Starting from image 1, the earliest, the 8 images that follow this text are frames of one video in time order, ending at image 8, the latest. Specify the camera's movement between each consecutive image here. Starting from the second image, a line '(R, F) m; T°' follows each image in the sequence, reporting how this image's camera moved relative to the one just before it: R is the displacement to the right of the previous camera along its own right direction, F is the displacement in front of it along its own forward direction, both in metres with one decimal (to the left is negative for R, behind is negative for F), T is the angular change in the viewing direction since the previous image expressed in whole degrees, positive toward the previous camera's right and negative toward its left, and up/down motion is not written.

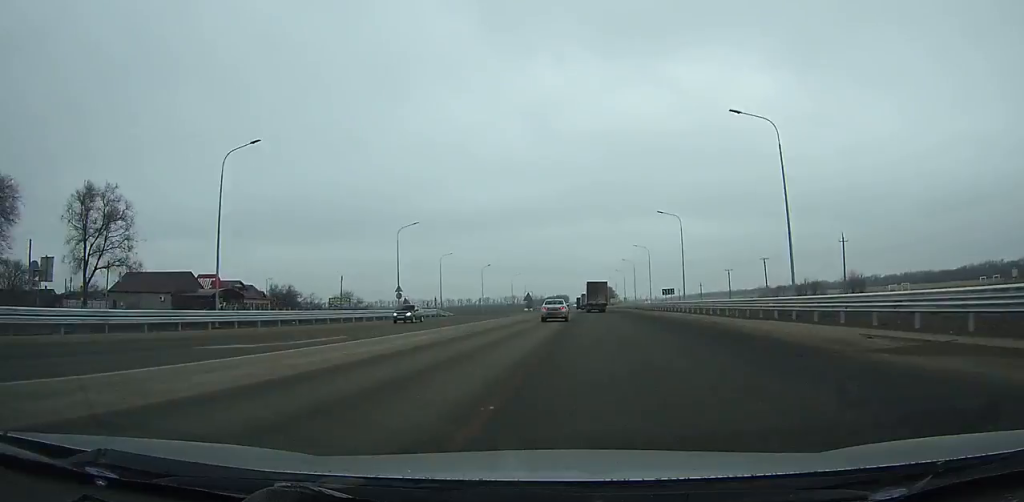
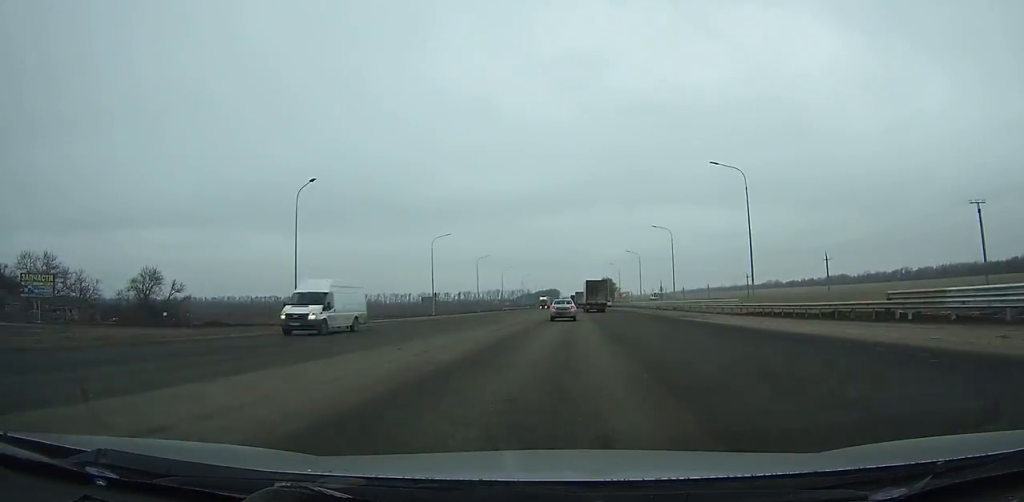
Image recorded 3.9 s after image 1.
(0.0, +100.8) m; +1°
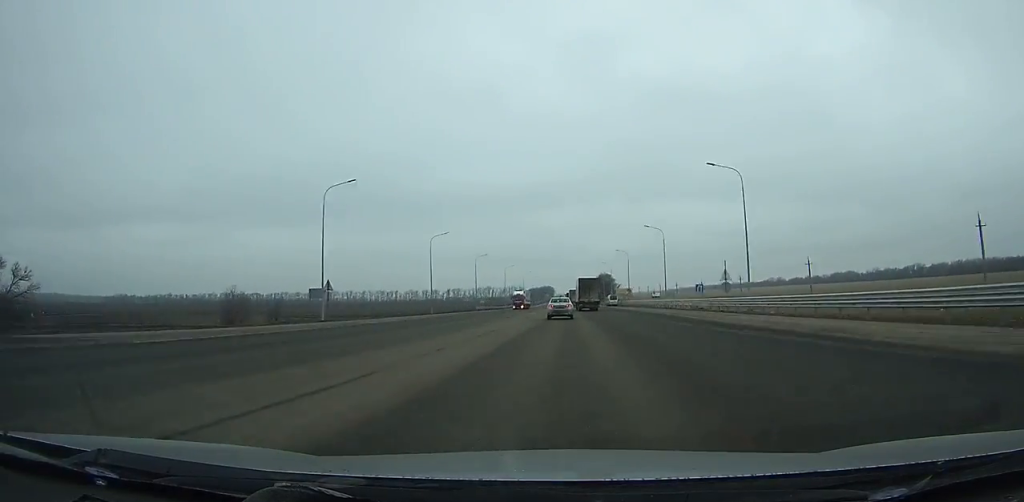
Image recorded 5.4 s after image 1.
(+0.2, +38.9) m; 0°
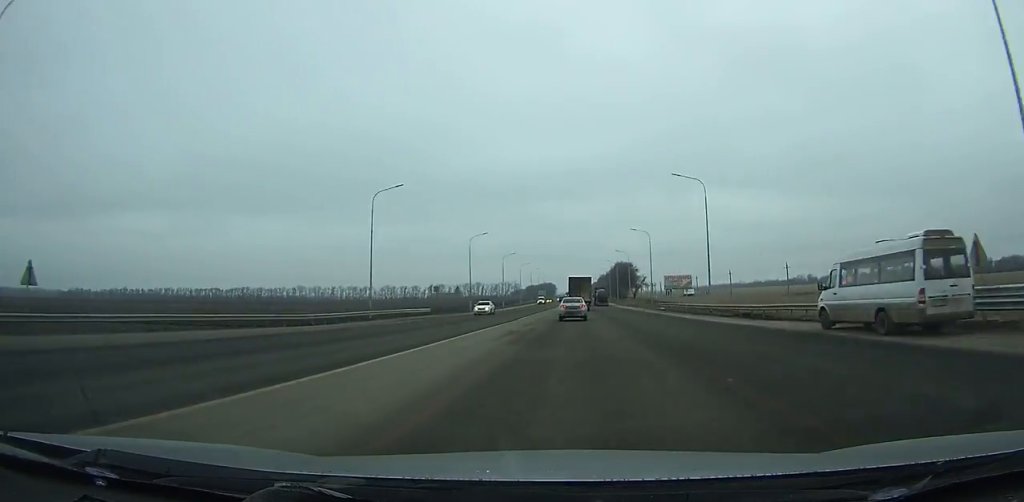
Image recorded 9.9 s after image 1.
(+0.2, +115.6) m; 0°
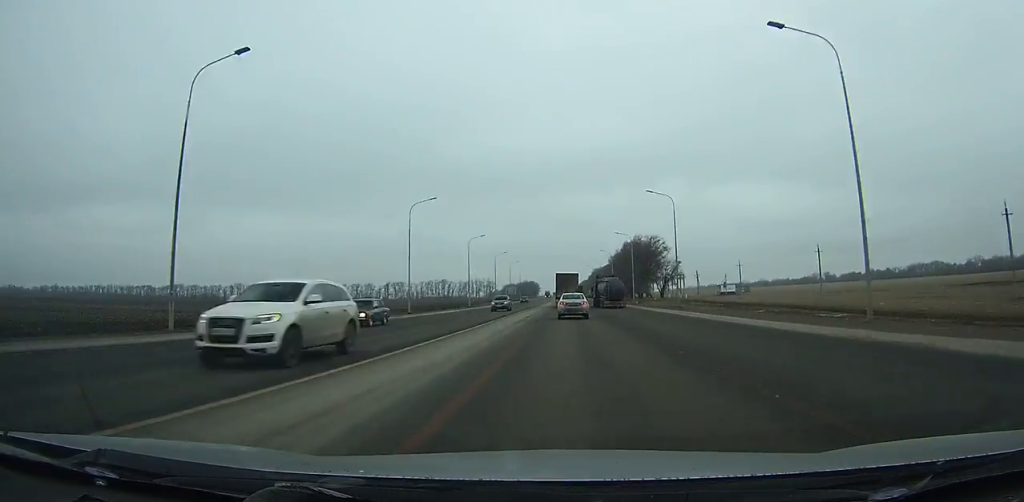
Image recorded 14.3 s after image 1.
(+0.5, +111.5) m; 0°
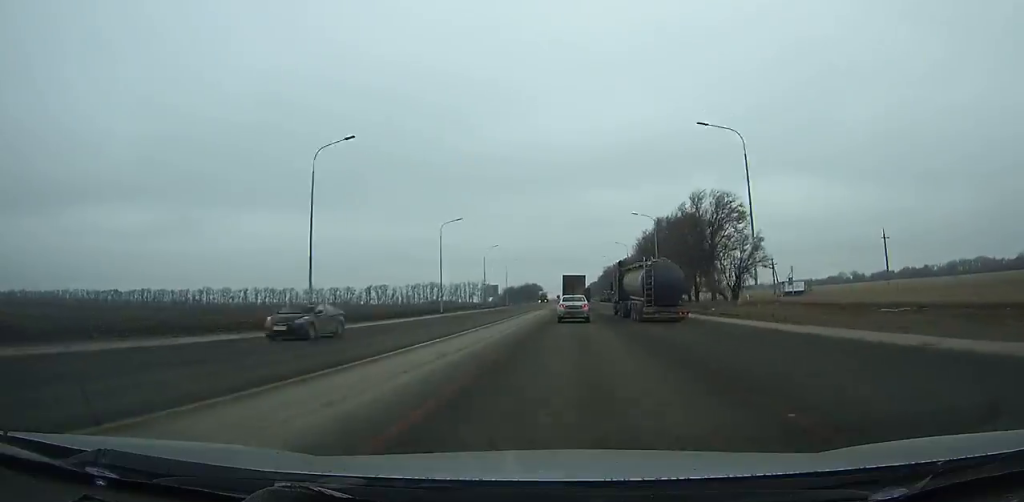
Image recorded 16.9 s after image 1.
(0.0, +65.7) m; 0°
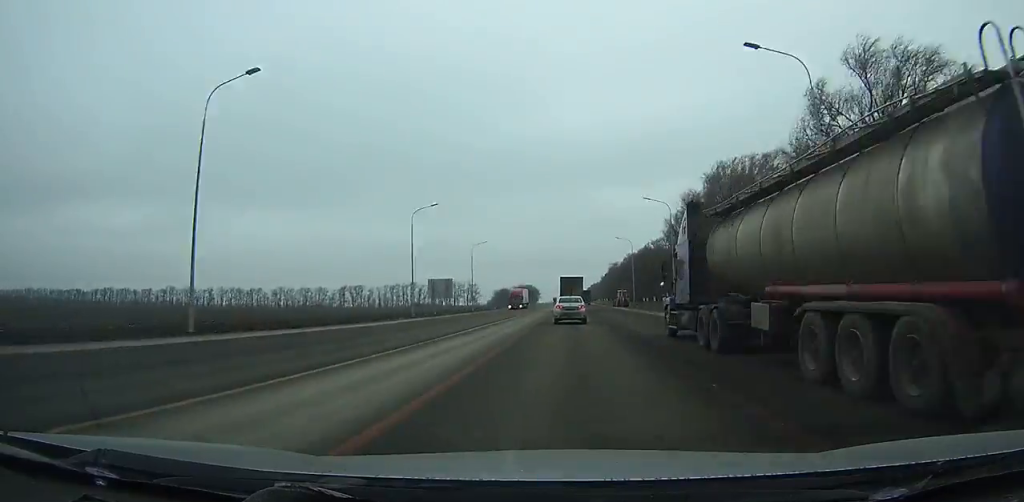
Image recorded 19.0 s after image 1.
(+0.1, +53.2) m; 0°
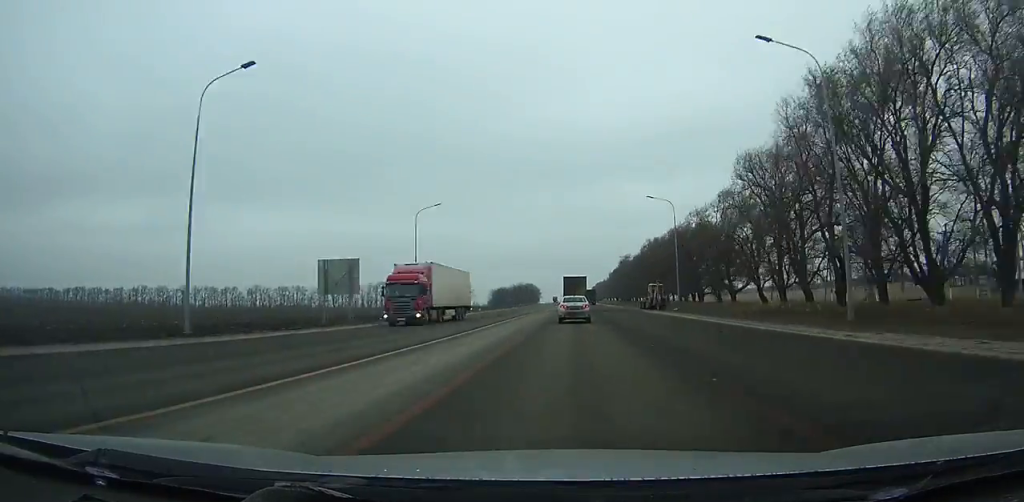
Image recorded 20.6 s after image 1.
(-0.2, +40.8) m; 0°
